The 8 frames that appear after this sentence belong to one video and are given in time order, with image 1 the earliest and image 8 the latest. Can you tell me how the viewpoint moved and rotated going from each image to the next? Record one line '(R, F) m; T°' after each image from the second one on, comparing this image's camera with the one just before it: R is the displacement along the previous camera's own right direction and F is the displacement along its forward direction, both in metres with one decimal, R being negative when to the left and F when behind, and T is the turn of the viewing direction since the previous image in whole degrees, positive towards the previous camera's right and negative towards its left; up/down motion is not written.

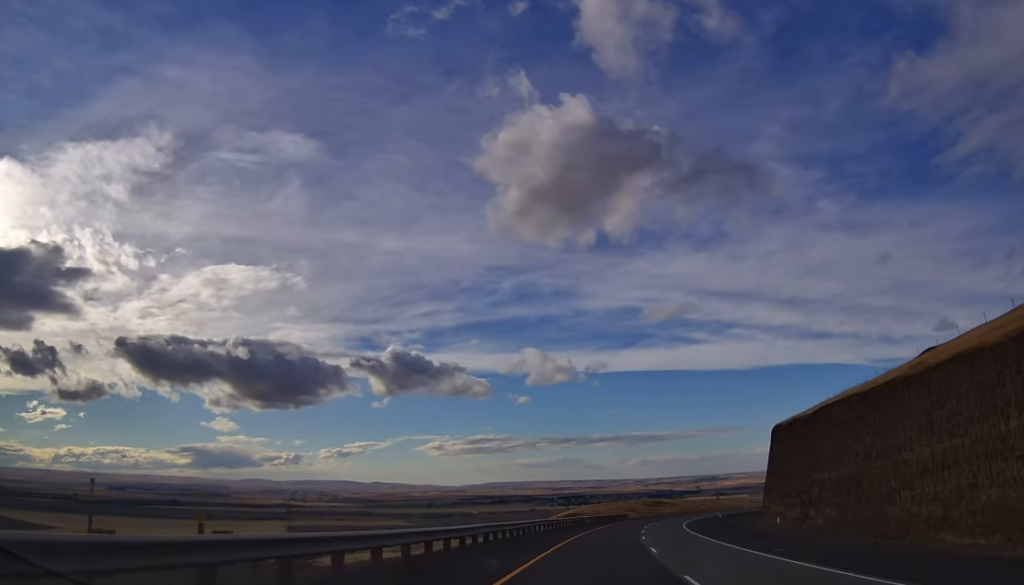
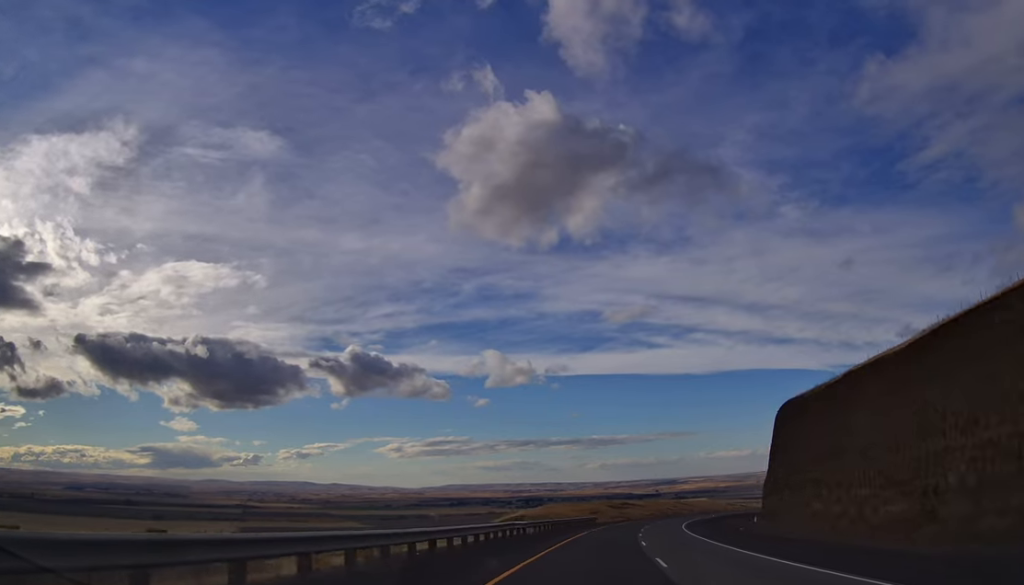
(+1.1, +31.0) m; +5°
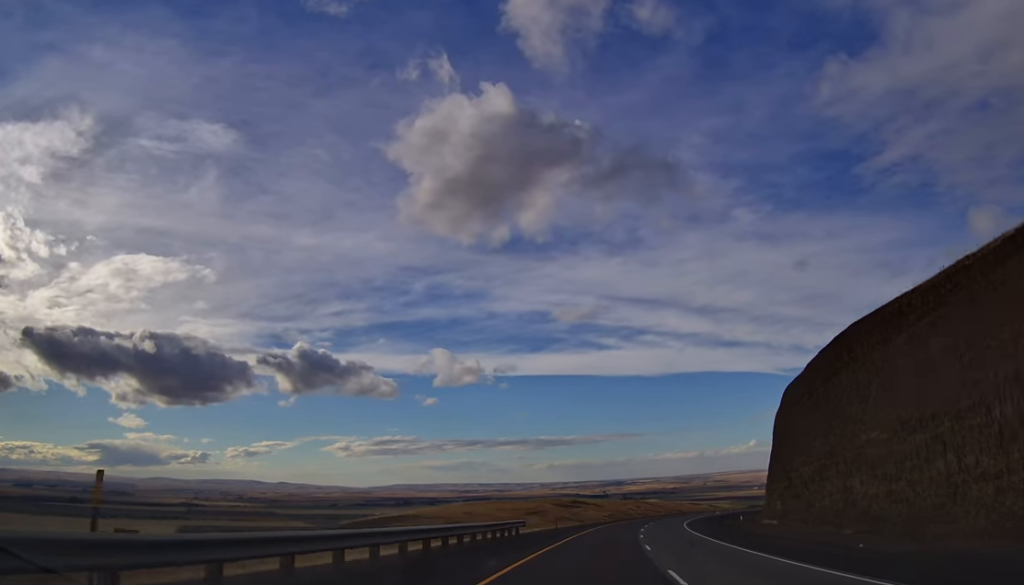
(+2.8, +41.7) m; +5°
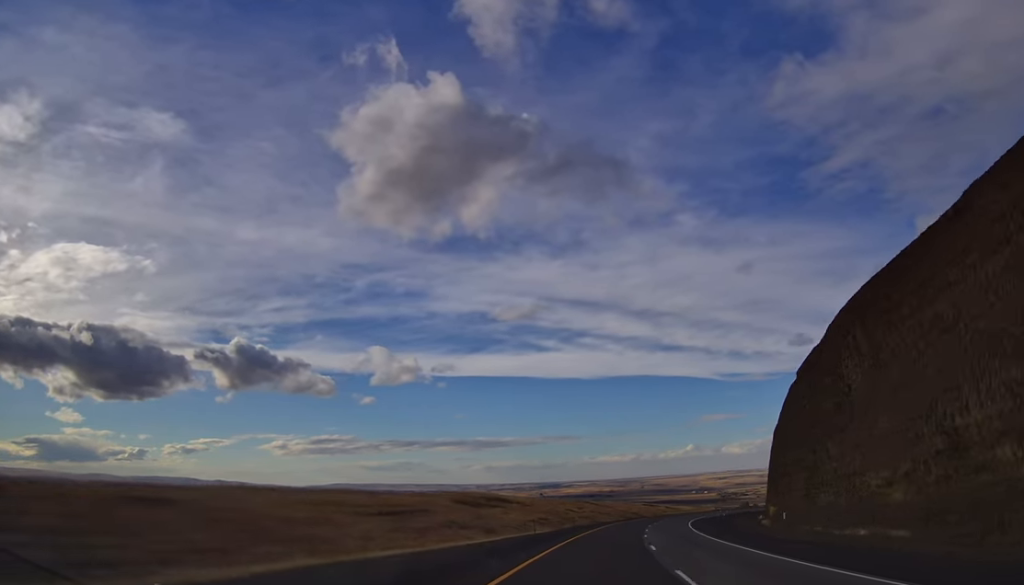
(+1.6, +49.6) m; +4°
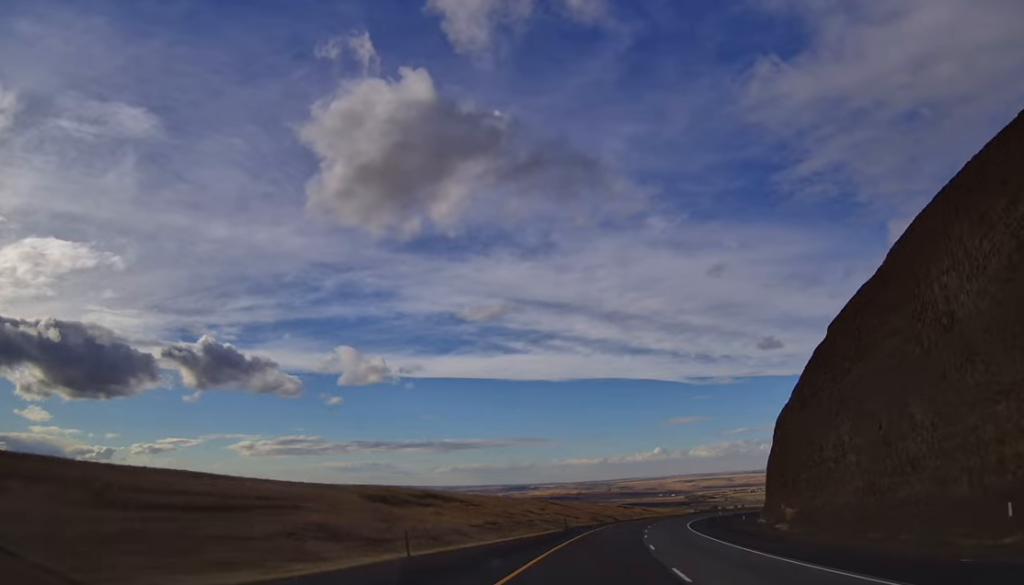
(+0.5, +23.8) m; +2°
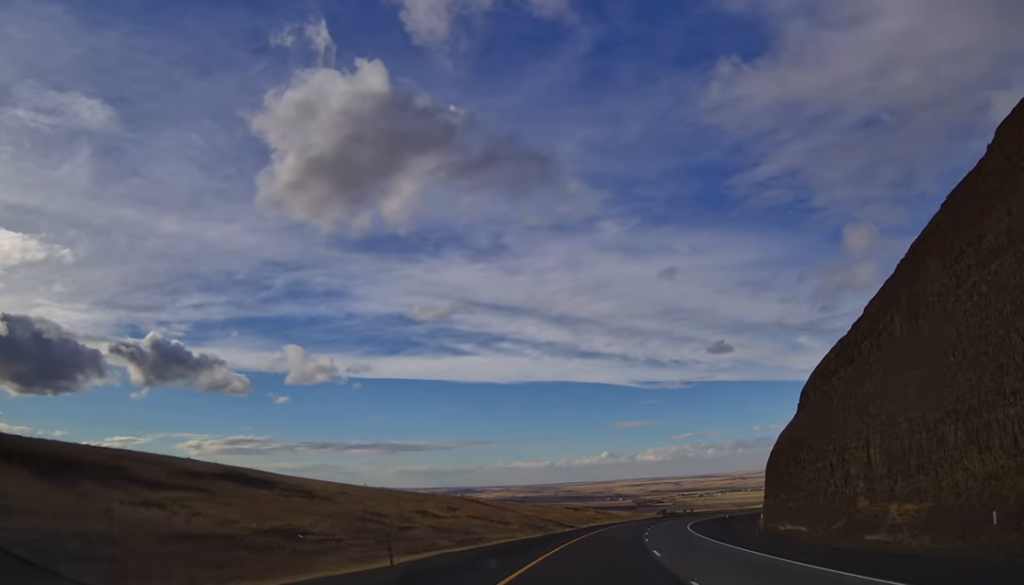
(+1.4, +39.9) m; +4°
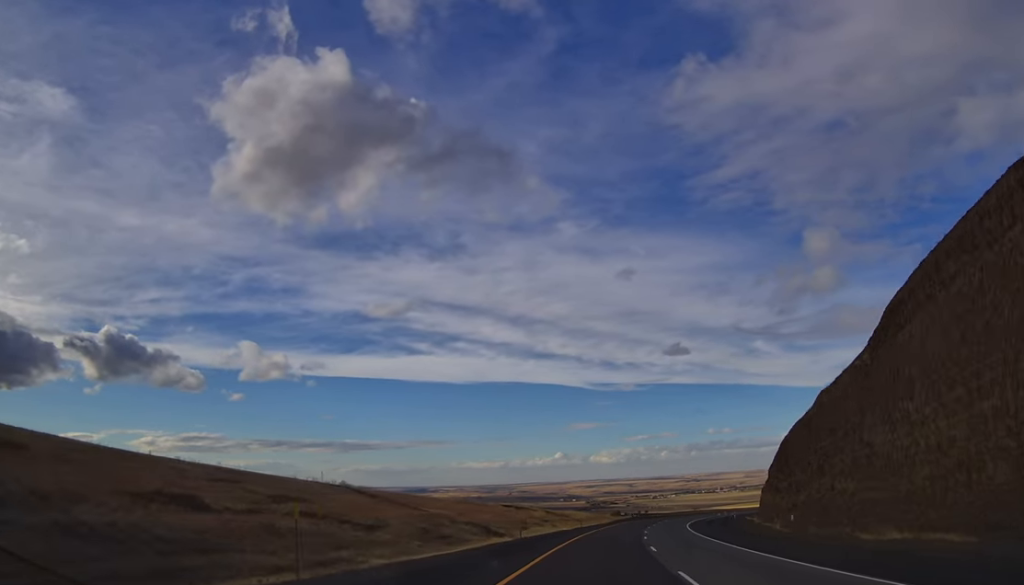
(+0.7, +34.6) m; +3°
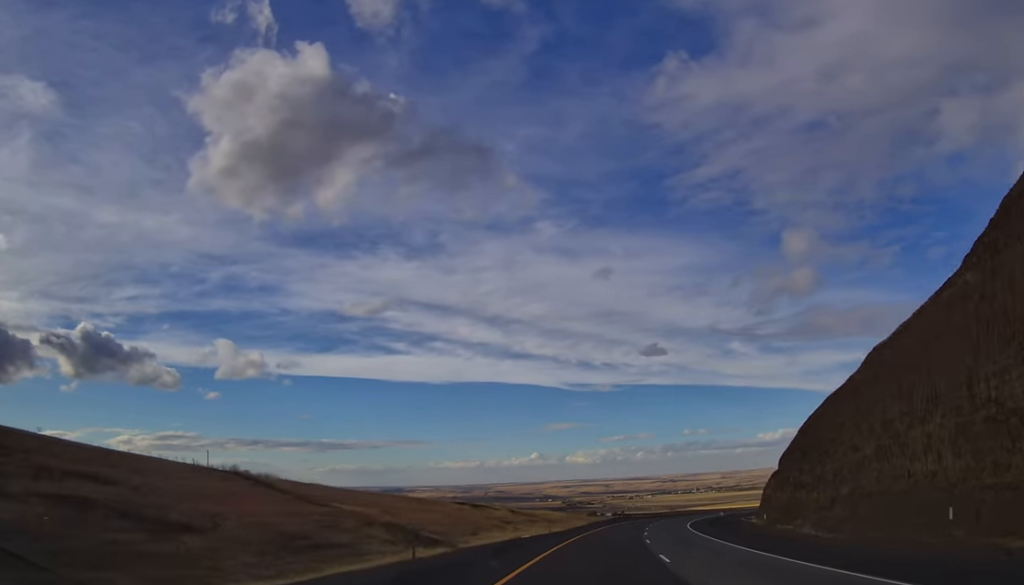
(+0.5, +18.4) m; +3°
